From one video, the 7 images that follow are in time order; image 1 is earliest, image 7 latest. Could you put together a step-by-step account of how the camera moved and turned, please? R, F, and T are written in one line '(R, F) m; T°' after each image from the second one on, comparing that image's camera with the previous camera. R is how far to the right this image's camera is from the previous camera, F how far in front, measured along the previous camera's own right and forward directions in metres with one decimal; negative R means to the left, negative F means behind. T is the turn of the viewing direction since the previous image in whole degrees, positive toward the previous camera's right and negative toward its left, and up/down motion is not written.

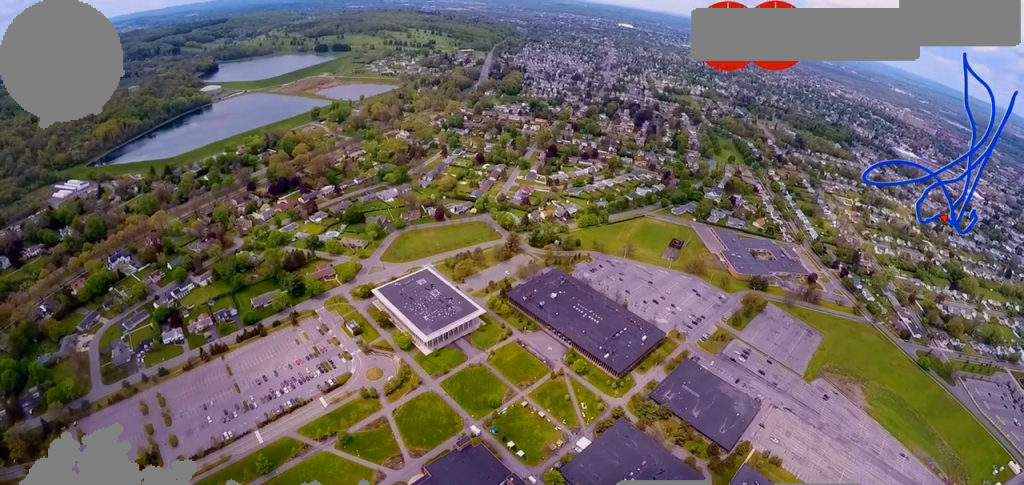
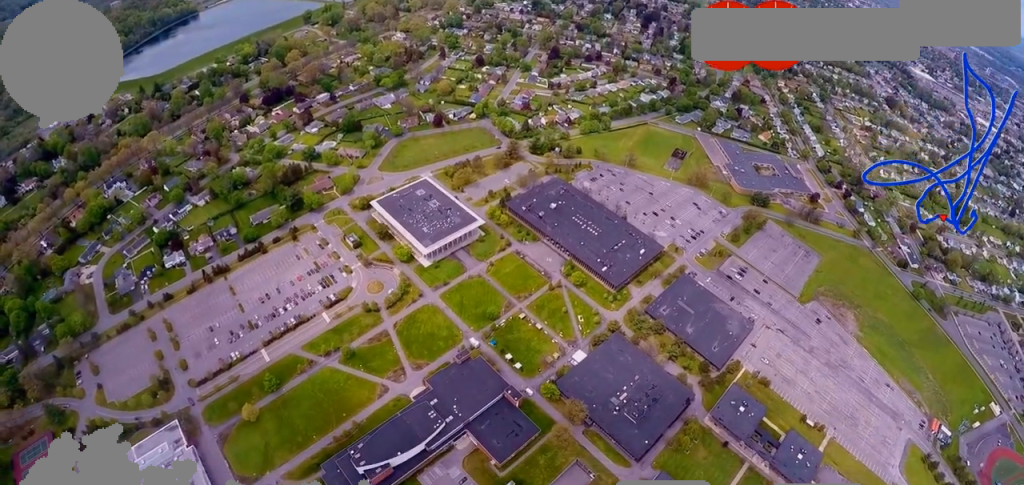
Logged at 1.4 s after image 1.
(+0.1, +6.1) m; 0°
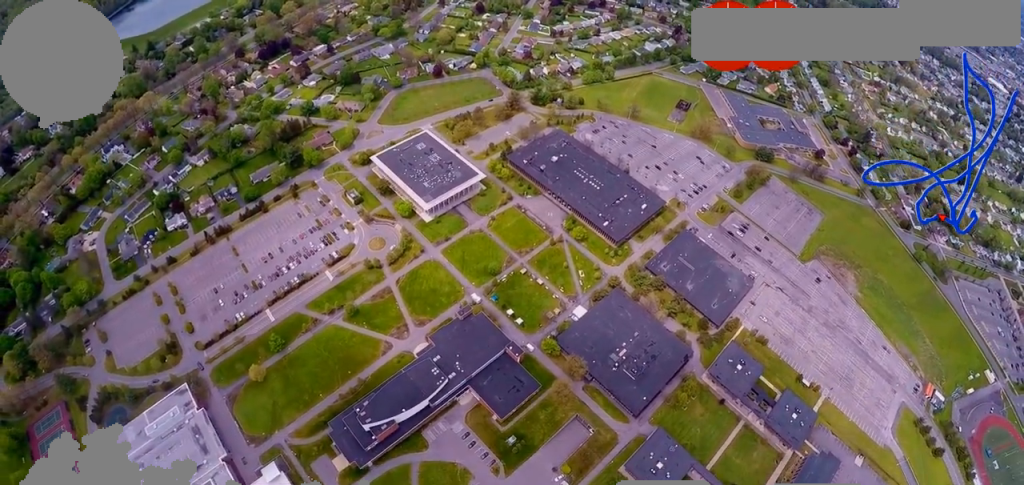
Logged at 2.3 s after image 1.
(0.0, +3.7) m; -6°
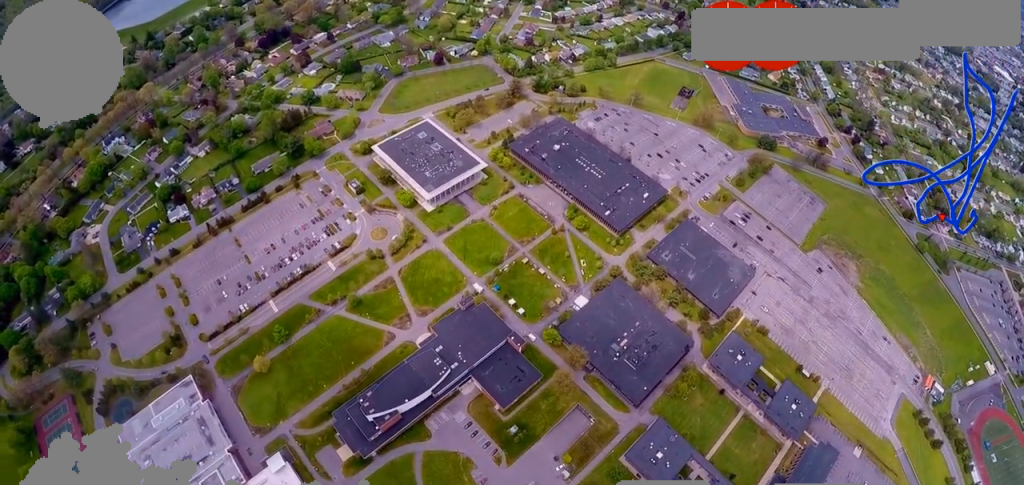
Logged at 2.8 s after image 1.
(0.0, +2.0) m; -7°
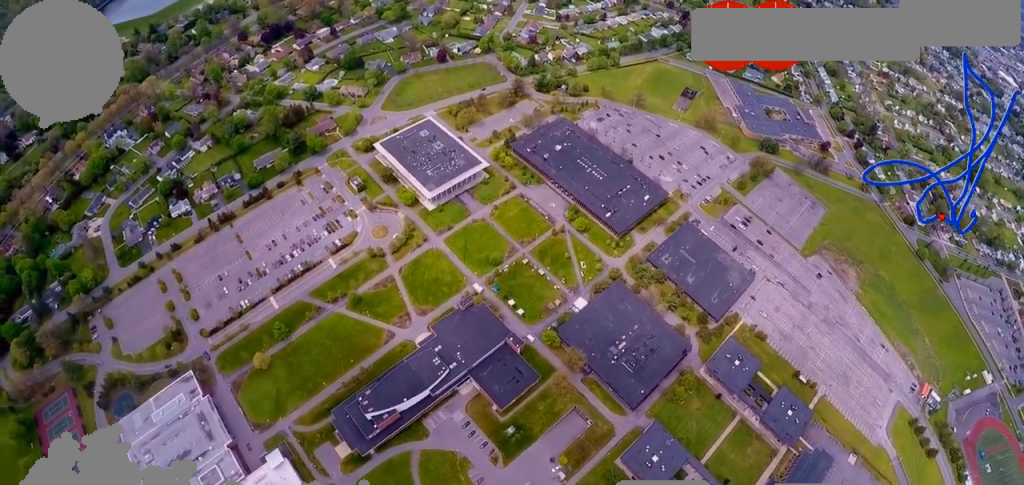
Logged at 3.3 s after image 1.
(-0.1, +1.9) m; -8°
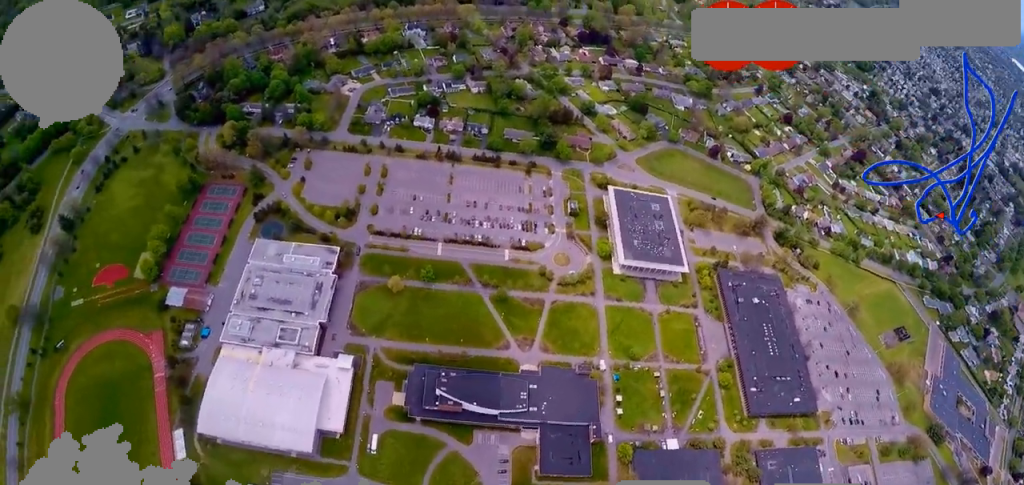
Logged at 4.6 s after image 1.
(-1.1, +4.6) m; -22°
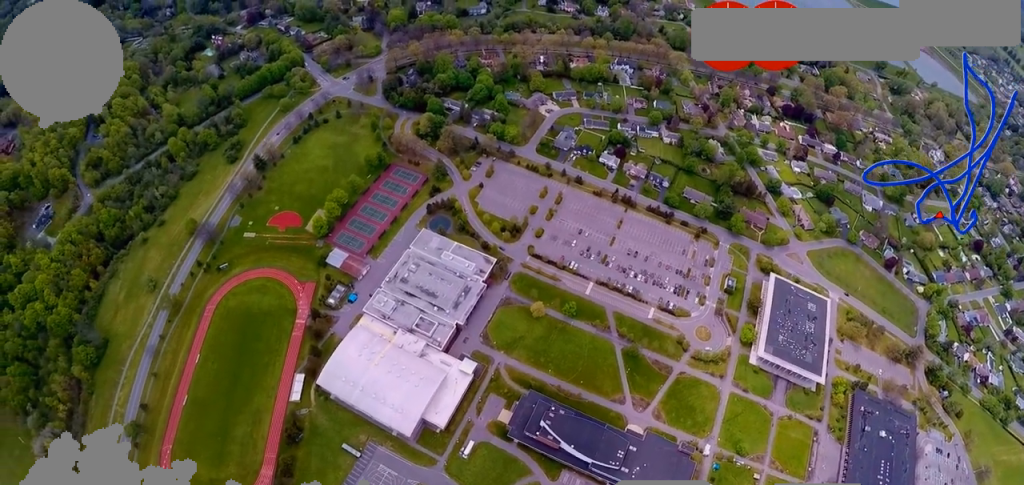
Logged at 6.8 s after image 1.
(-1.6, +8.8) m; -15°
